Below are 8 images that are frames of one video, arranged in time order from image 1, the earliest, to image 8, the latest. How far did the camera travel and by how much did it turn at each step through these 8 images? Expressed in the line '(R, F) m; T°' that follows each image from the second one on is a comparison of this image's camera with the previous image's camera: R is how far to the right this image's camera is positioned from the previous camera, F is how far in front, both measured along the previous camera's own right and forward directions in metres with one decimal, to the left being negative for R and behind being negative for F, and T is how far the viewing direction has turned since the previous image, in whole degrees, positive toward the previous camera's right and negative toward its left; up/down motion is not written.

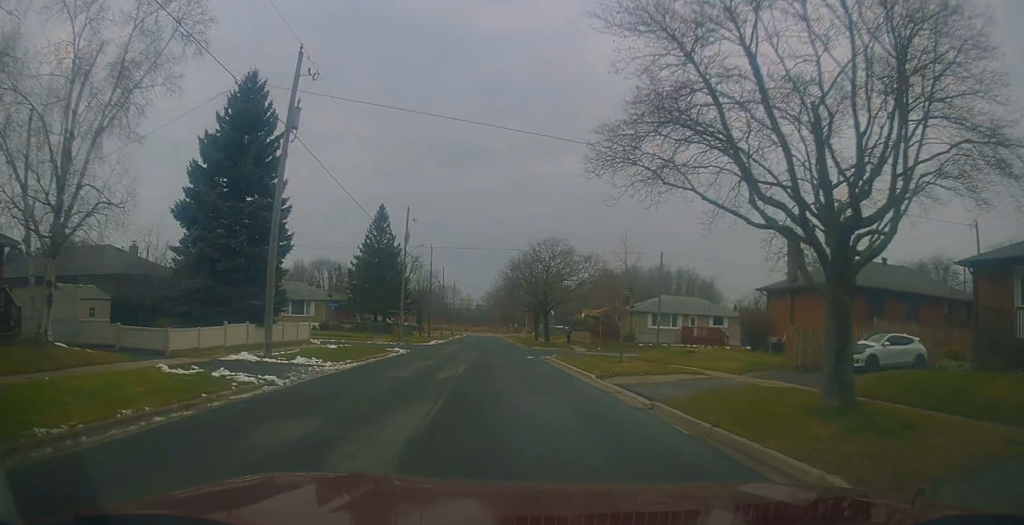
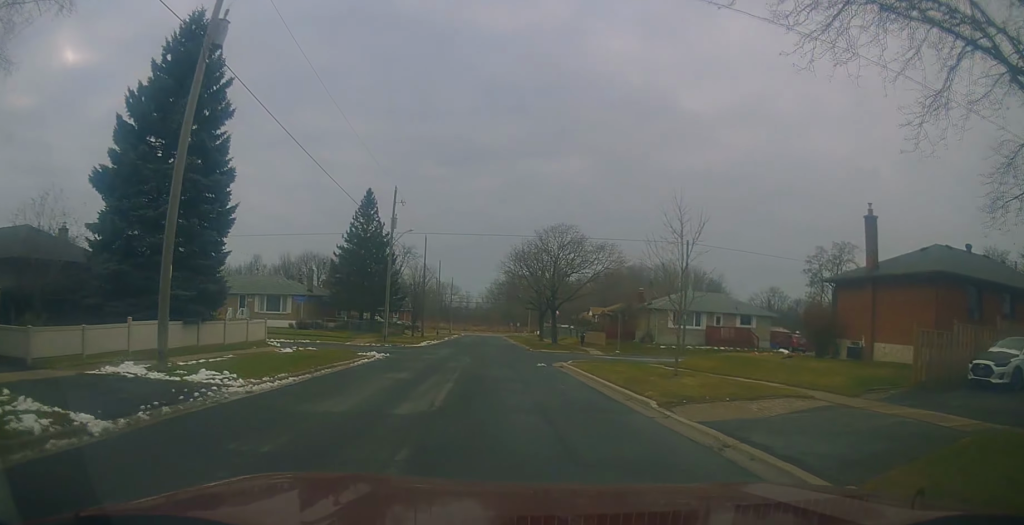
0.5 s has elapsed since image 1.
(-0.1, +7.4) m; 0°
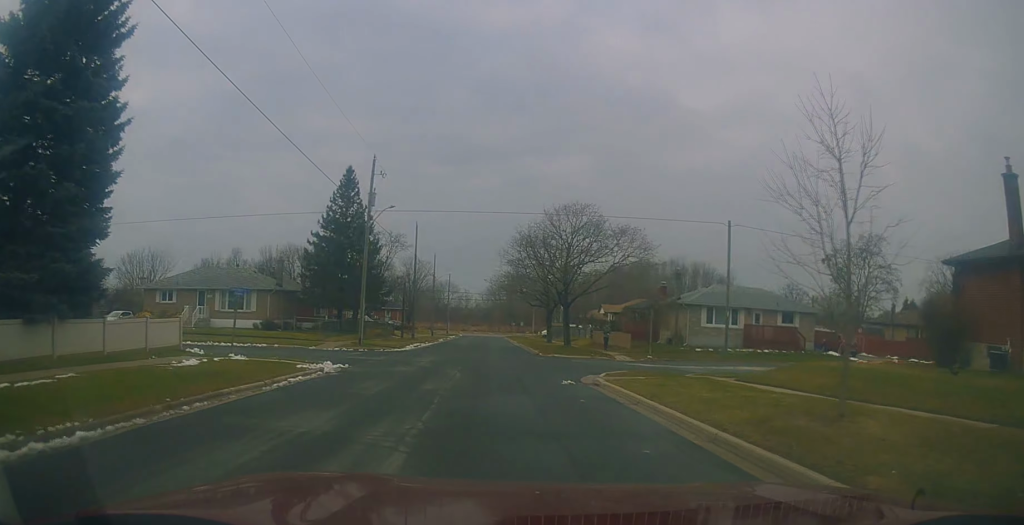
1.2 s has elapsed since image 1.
(+0.3, +8.8) m; +1°
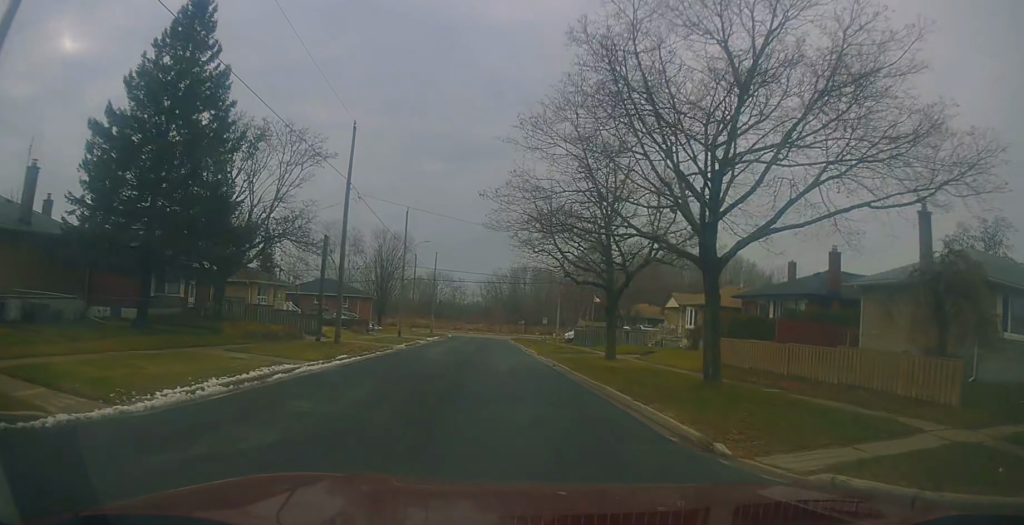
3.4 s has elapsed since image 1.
(+0.2, +30.8) m; +2°
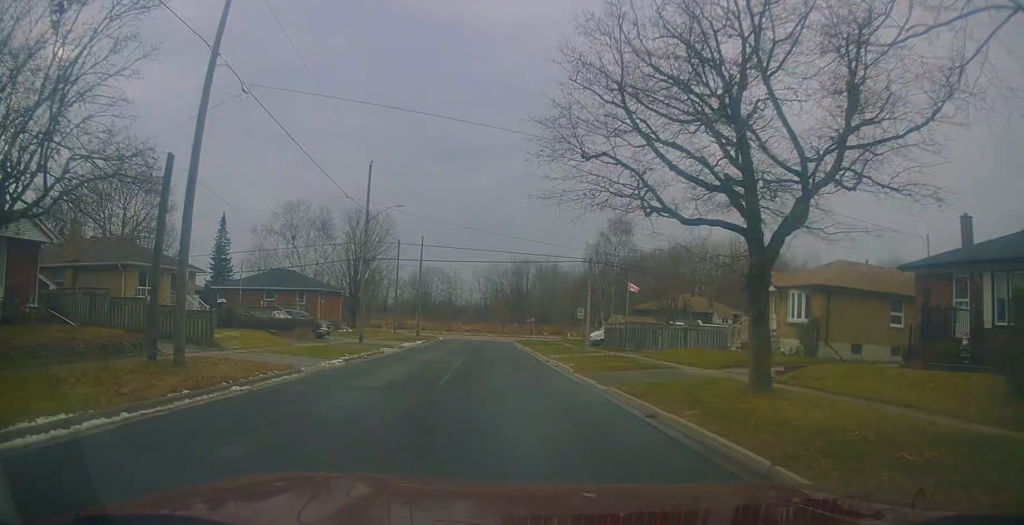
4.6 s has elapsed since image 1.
(+0.1, +16.7) m; -1°
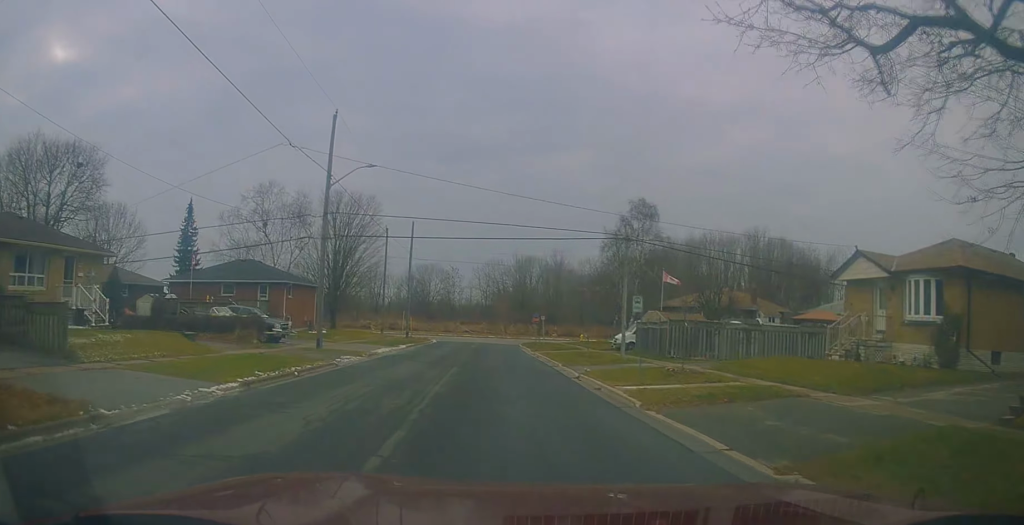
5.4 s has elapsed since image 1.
(+0.1, +9.8) m; -2°
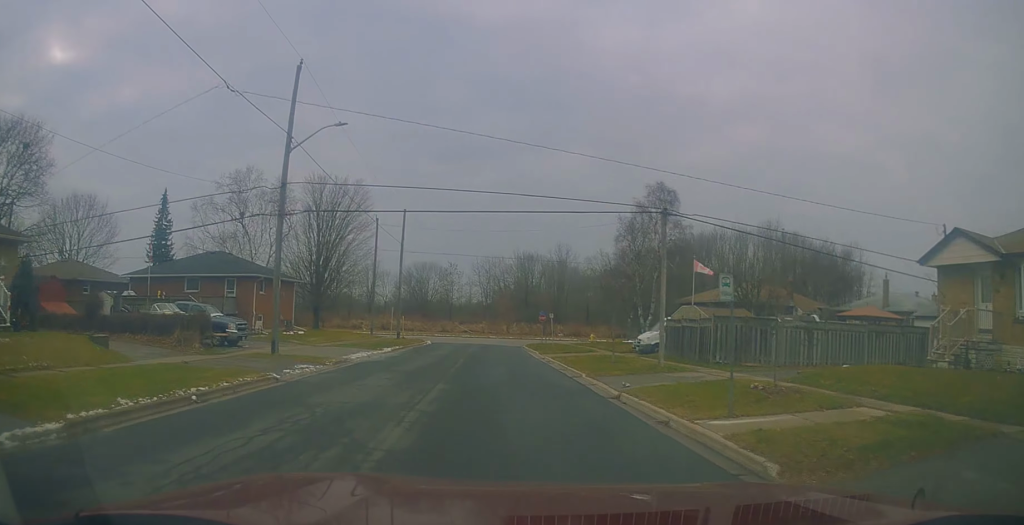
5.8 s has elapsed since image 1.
(-0.3, +6.1) m; 0°
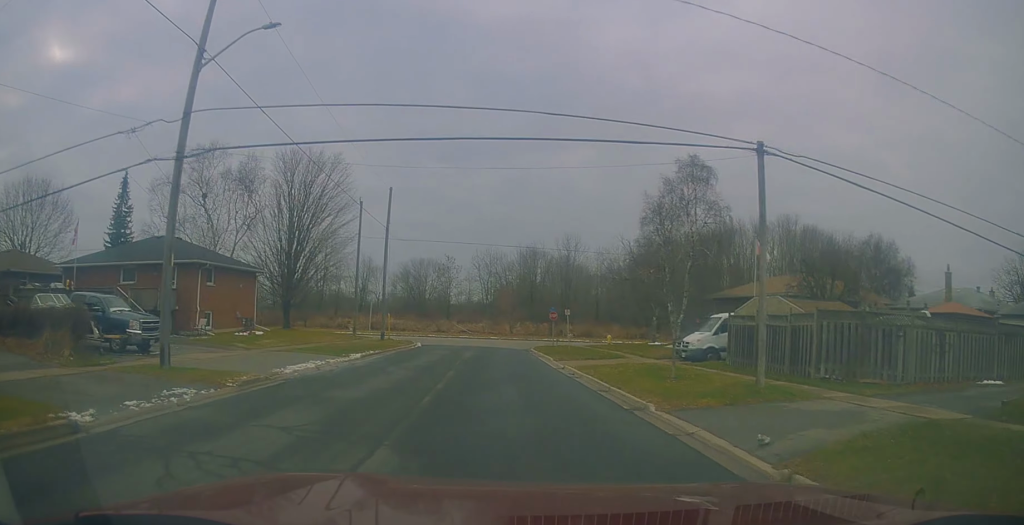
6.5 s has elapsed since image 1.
(-0.3, +8.2) m; 0°
